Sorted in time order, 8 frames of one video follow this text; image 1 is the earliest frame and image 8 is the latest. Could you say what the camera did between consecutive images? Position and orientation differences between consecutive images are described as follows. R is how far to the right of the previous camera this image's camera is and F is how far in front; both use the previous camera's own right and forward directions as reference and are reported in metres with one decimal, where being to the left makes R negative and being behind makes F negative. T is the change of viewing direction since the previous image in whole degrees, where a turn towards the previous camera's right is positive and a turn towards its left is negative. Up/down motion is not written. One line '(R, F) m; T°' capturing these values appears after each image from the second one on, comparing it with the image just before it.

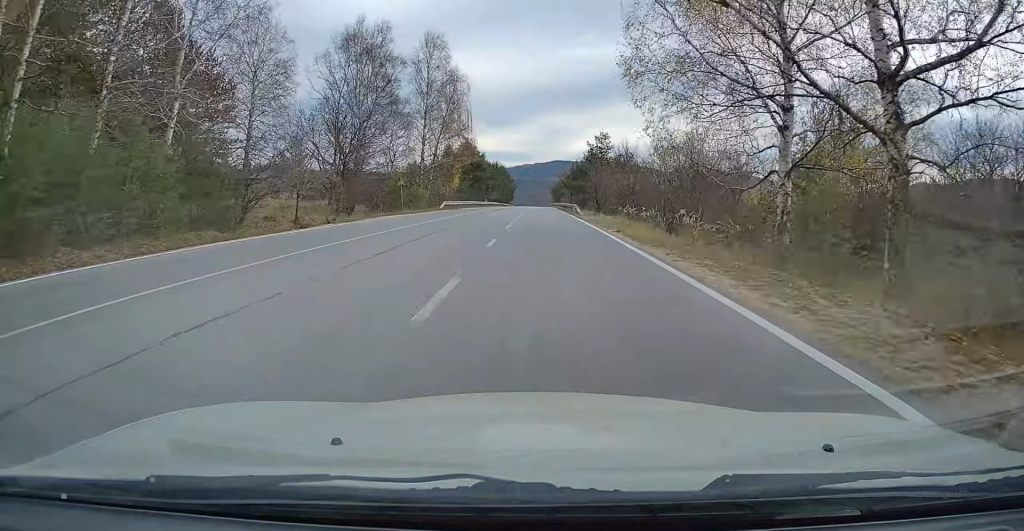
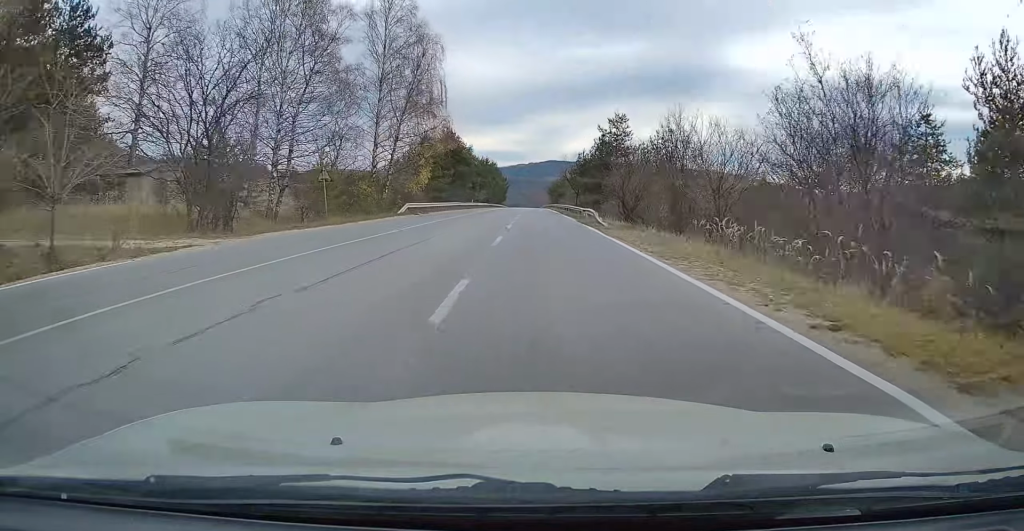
(0.0, +16.9) m; 0°
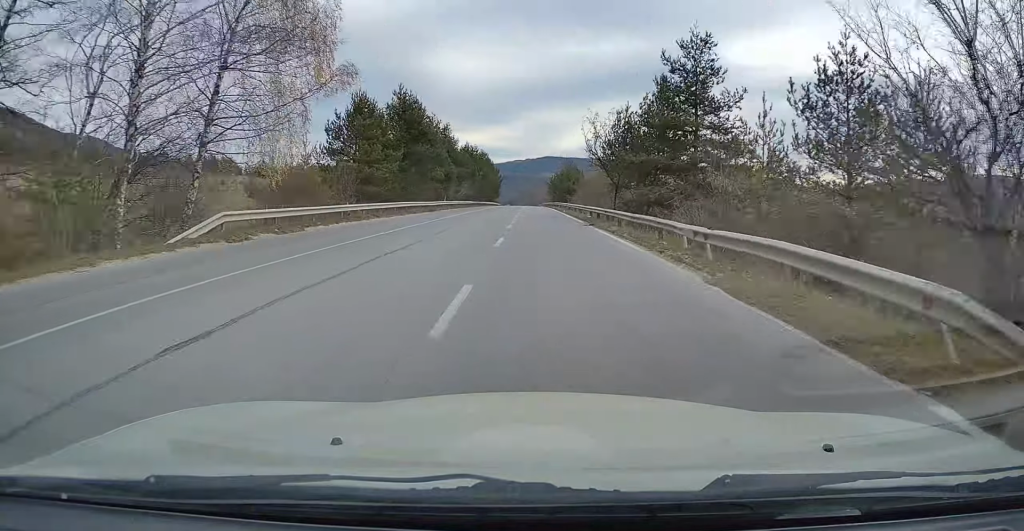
(-0.1, +28.0) m; 0°
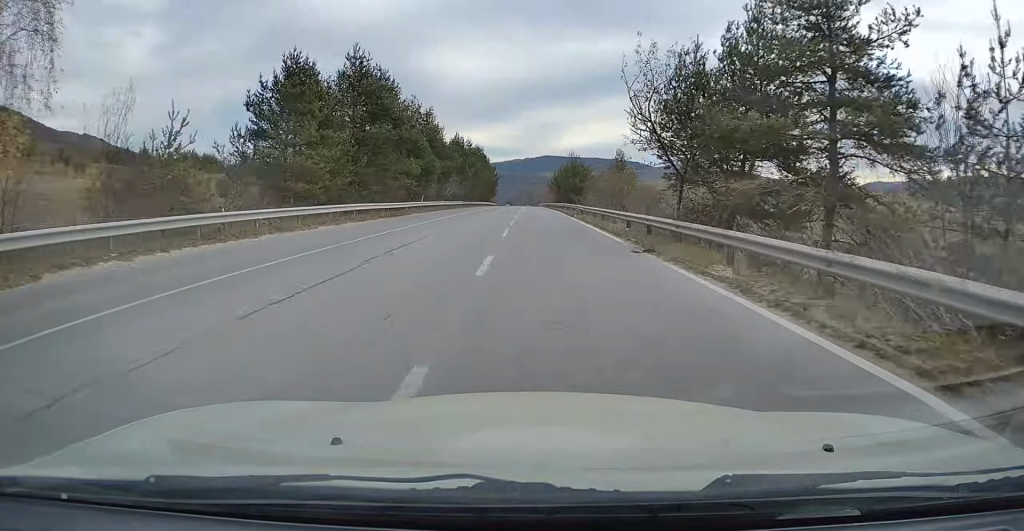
(-0.1, +13.7) m; 0°
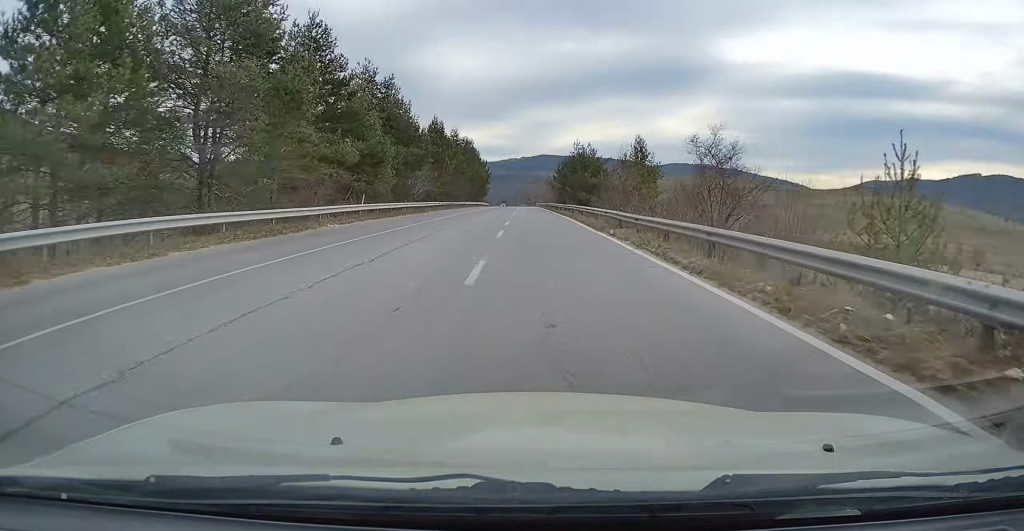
(+0.3, +18.1) m; +1°
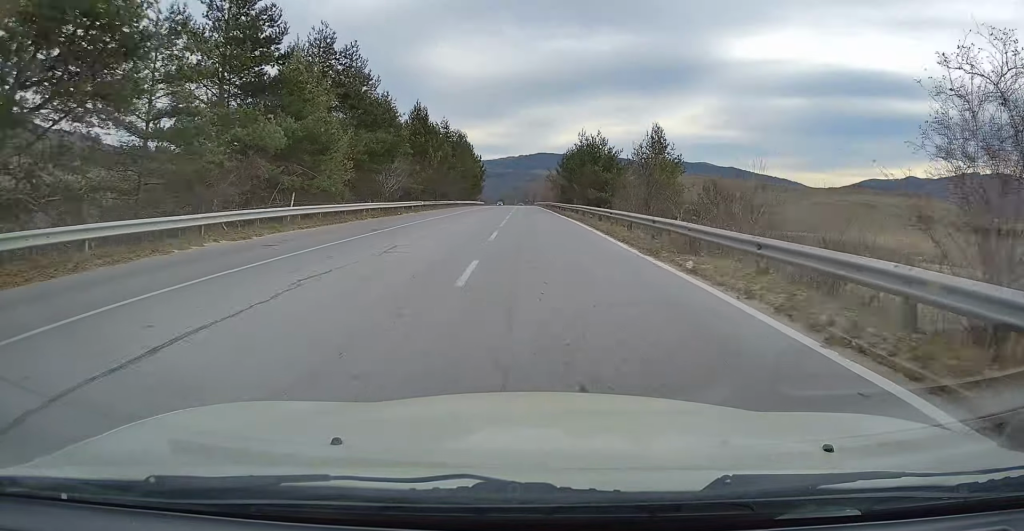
(+0.1, +10.4) m; 0°
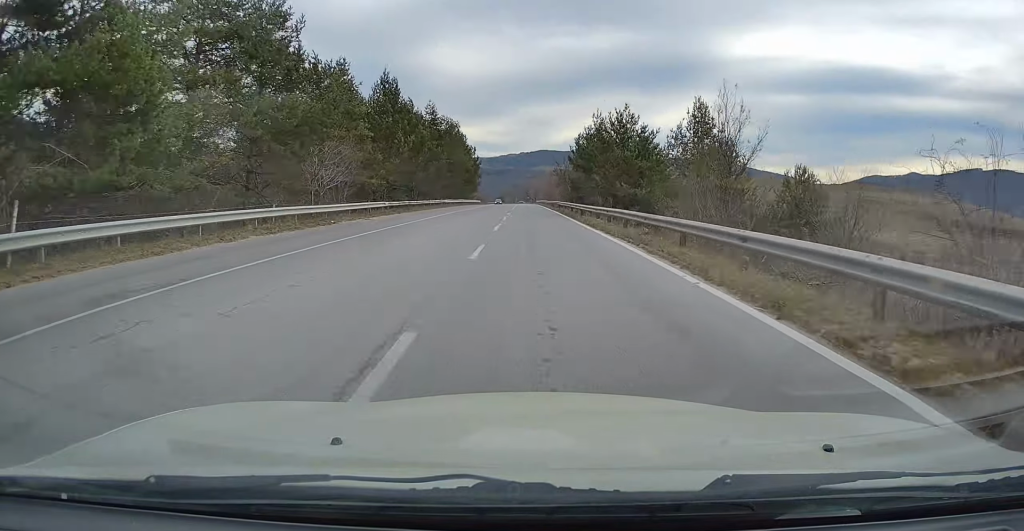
(0.0, +14.8) m; 0°
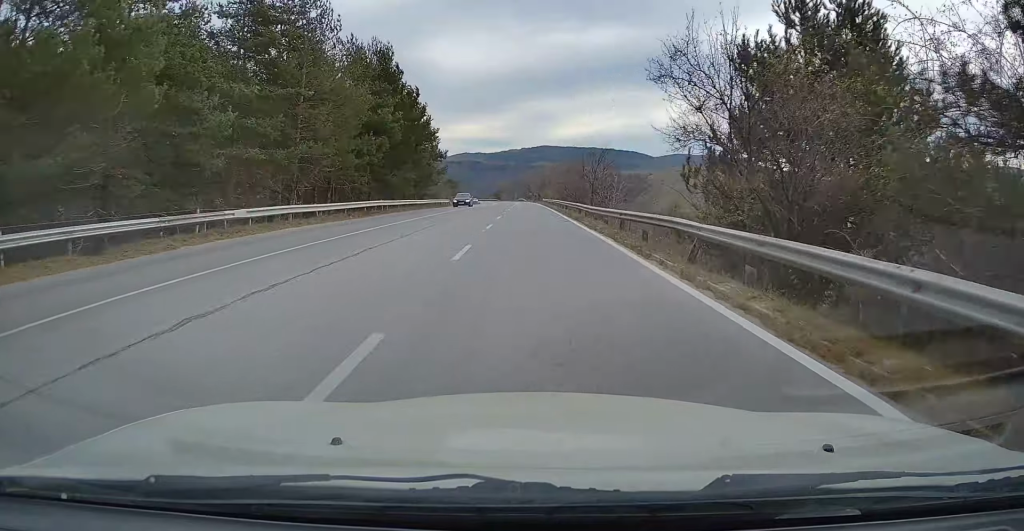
(+0.1, +54.4) m; 0°
